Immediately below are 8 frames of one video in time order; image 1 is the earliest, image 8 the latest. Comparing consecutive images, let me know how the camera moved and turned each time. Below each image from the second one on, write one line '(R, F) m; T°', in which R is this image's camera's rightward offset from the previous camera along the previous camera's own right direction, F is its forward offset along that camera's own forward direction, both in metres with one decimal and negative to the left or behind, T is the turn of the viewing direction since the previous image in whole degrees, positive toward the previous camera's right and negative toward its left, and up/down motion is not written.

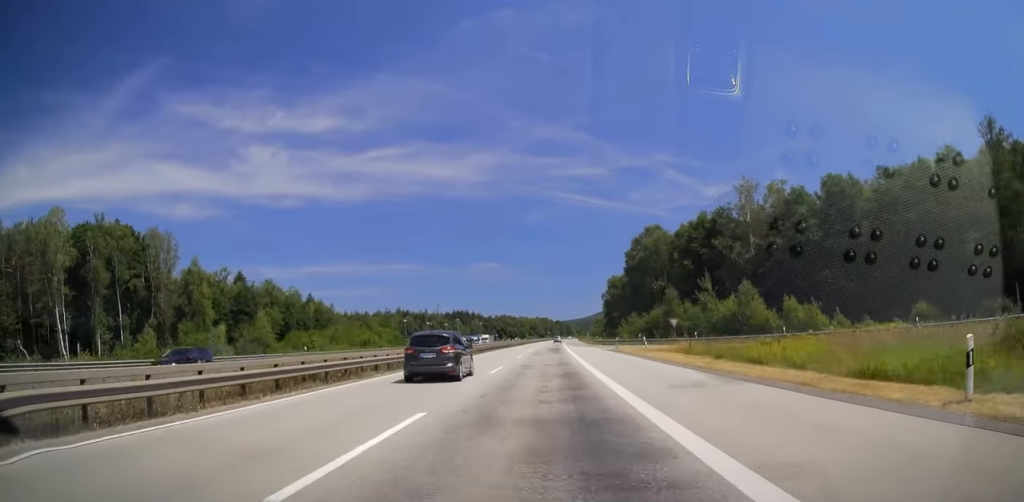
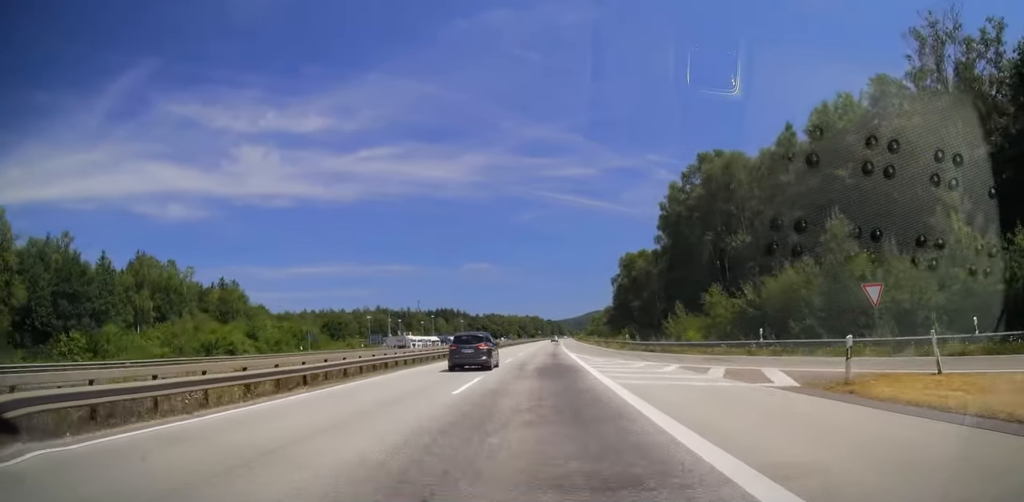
(+0.4, +43.8) m; +1°
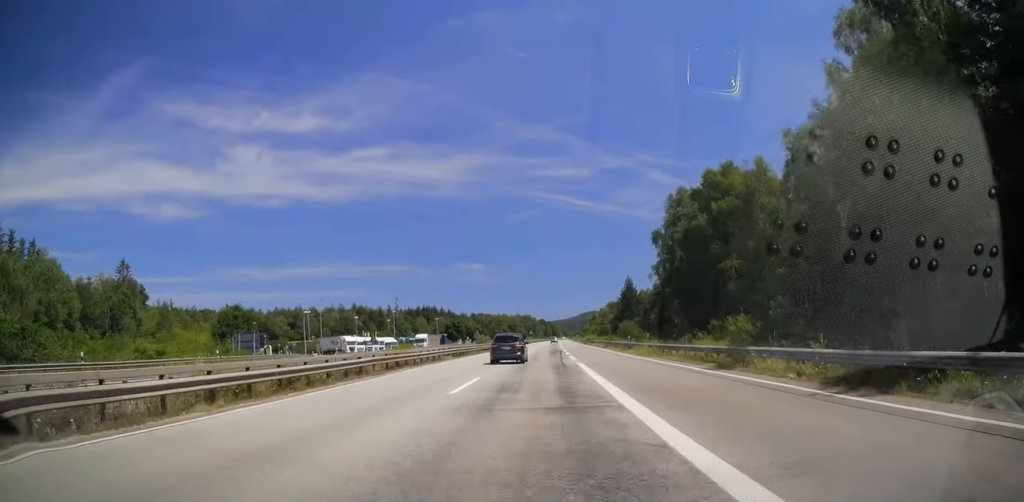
(+0.3, +53.5) m; +1°
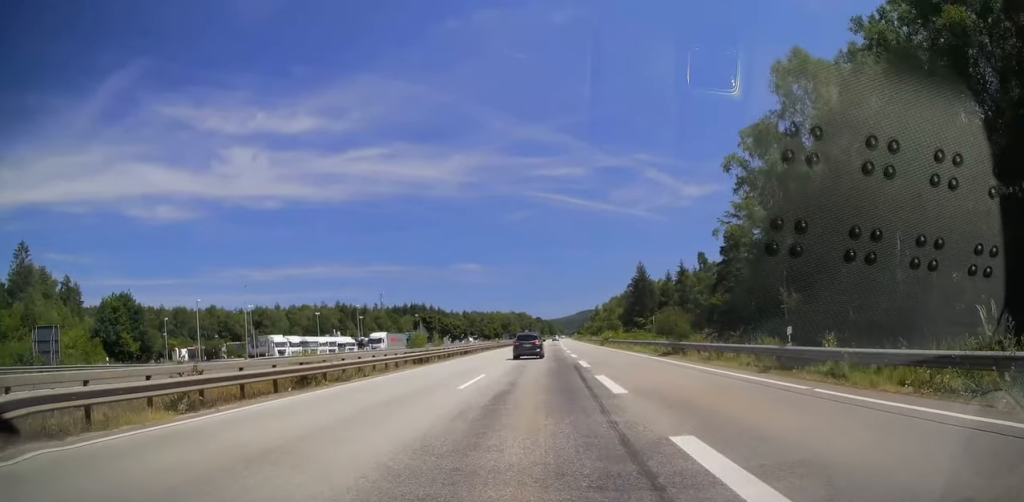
(+0.2, +34.4) m; 0°
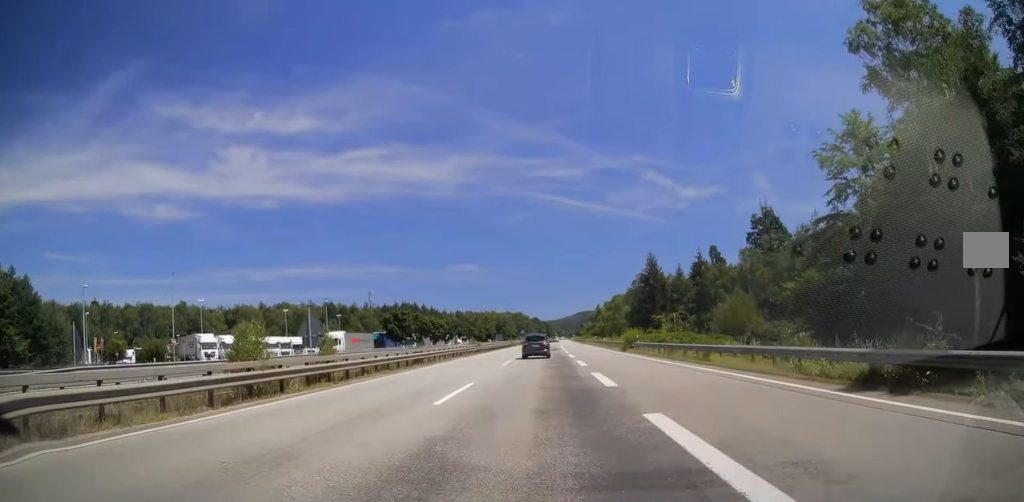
(+0.1, +21.5) m; 0°
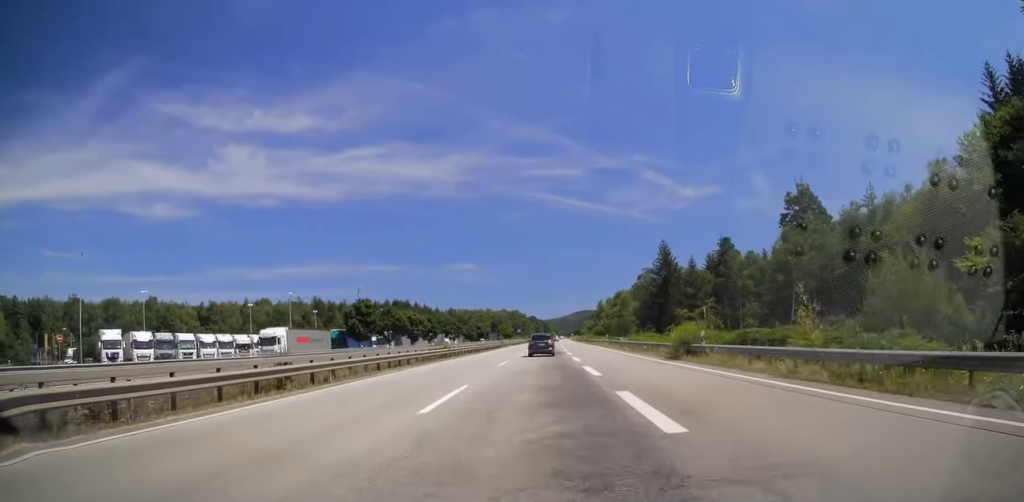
(-0.2, +19.5) m; 0°
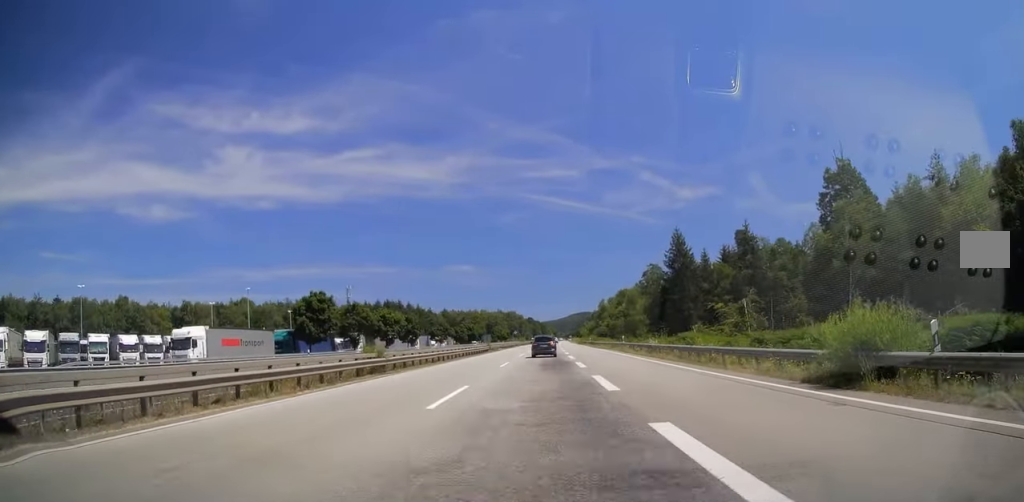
(+0.1, +17.0) m; 0°
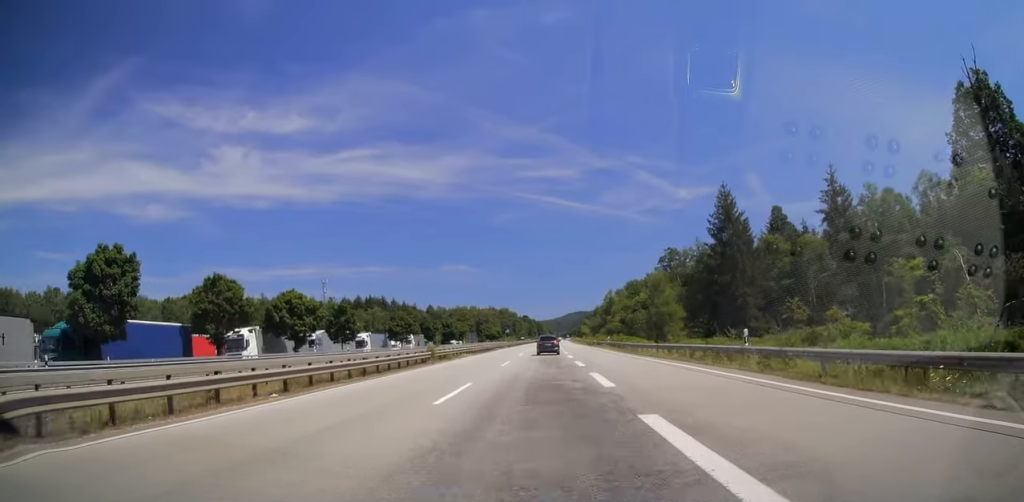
(+0.3, +35.0) m; 0°
